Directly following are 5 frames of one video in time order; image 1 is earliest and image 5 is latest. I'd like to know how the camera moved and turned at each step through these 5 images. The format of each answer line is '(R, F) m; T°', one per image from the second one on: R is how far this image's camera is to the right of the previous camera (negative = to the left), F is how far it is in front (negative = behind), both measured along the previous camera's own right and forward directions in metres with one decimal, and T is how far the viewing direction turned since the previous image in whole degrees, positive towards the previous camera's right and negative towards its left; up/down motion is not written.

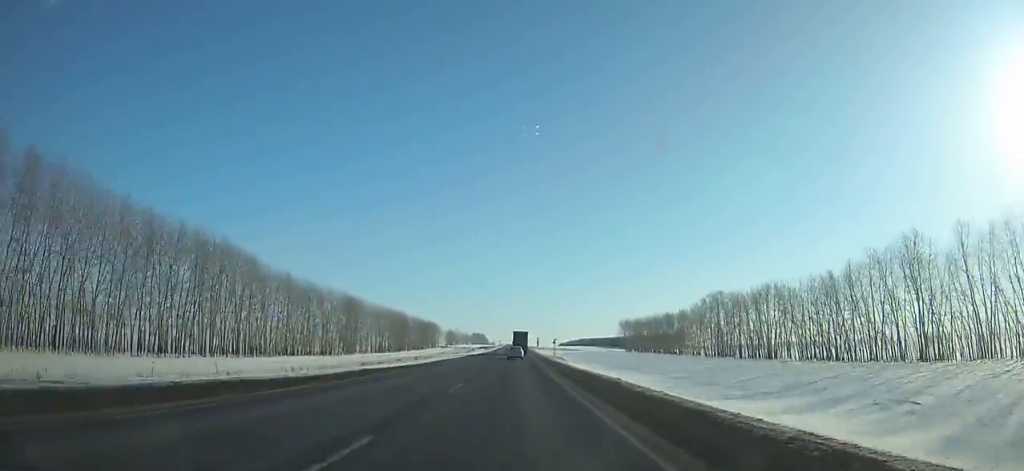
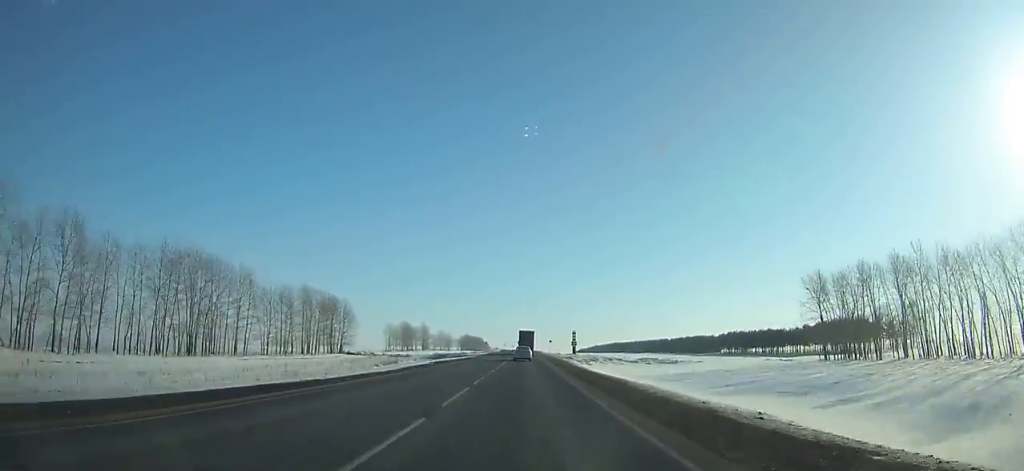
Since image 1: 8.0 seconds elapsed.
(-1.0, +182.7) m; -1°
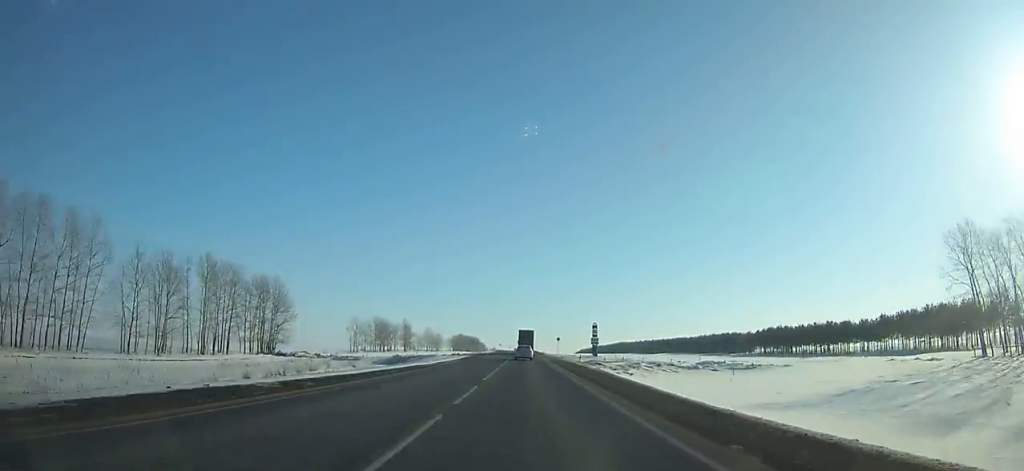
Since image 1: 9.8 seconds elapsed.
(0.0, +39.6) m; 0°
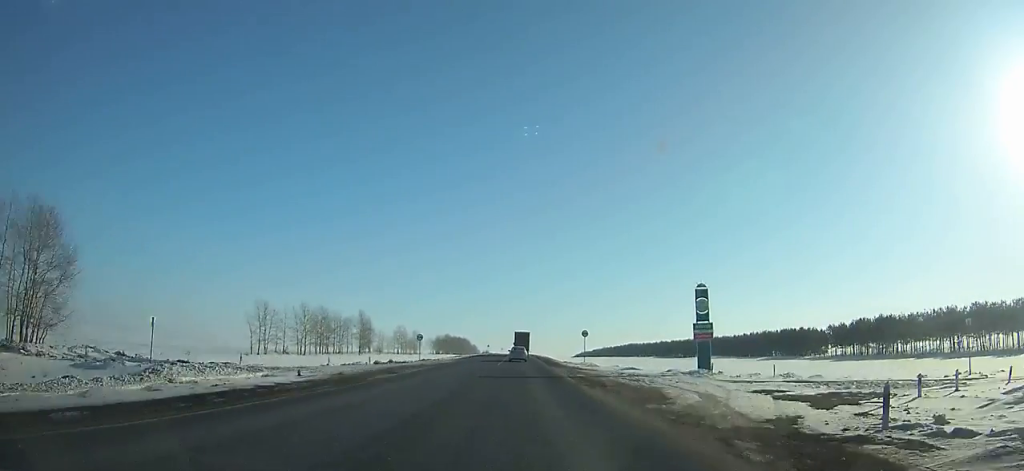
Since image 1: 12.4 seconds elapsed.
(+0.1, +57.2) m; 0°
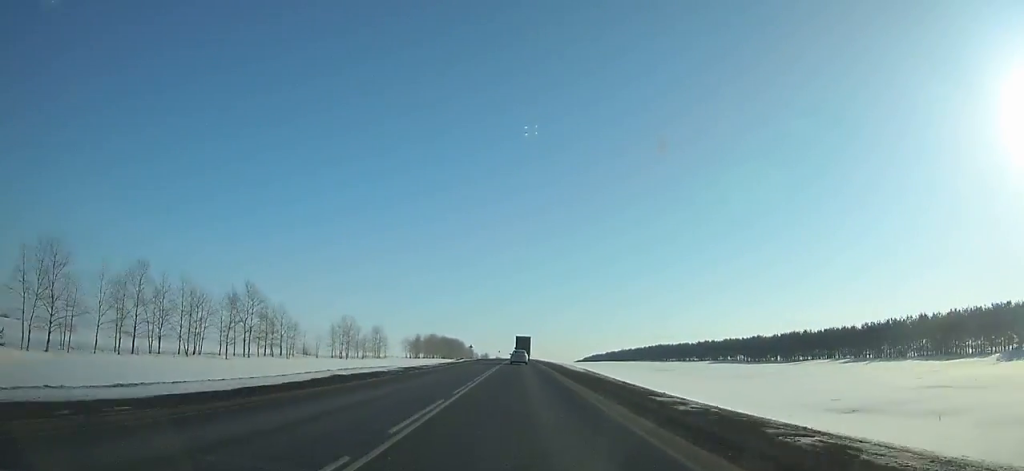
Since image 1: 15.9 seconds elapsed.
(+0.1, +77.1) m; 0°
